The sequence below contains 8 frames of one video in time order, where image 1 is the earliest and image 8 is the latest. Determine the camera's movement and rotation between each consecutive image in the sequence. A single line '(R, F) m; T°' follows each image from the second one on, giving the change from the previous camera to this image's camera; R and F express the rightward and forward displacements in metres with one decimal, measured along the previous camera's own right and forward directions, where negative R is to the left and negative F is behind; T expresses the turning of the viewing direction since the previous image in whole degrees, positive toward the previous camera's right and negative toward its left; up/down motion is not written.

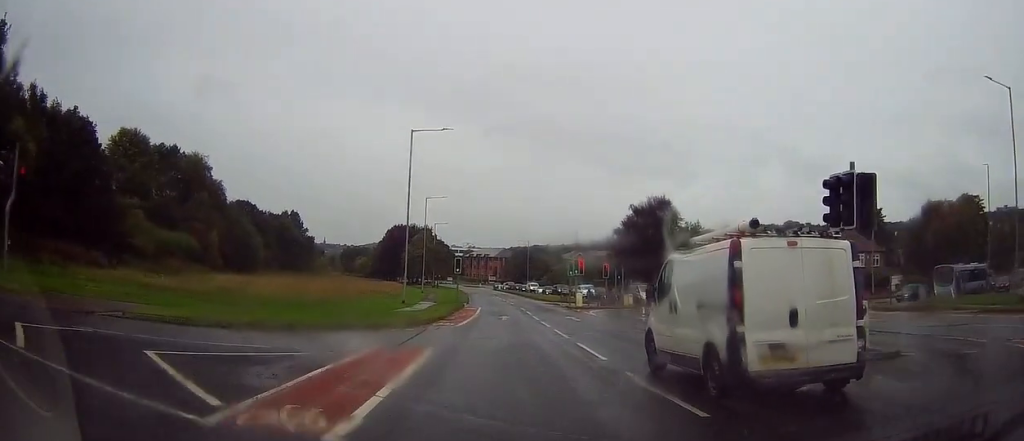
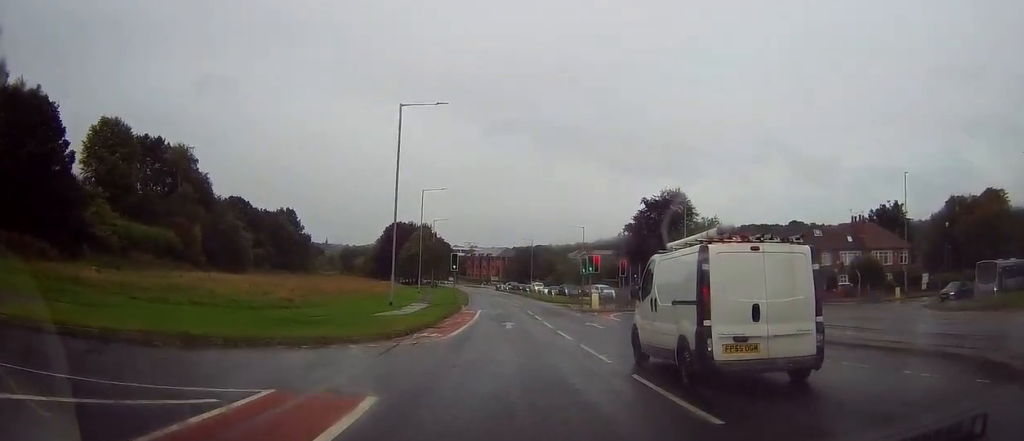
(-0.4, +6.3) m; -4°
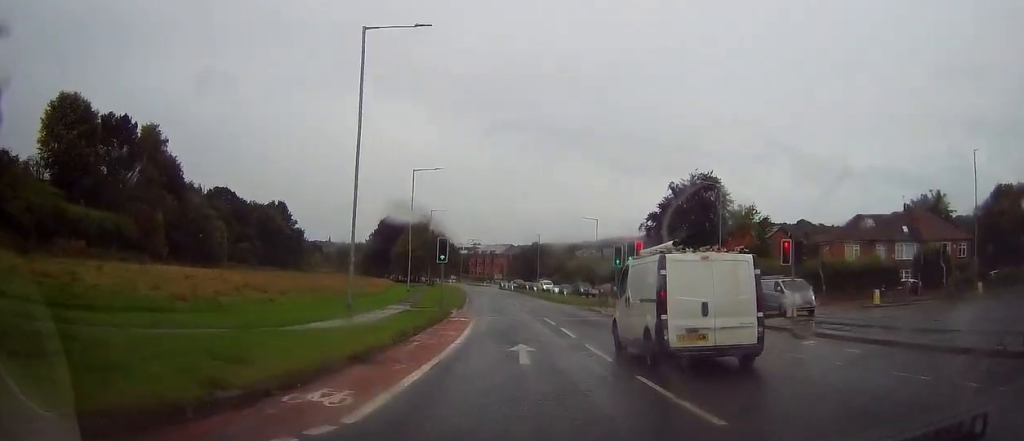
(-0.6, +11.6) m; +2°
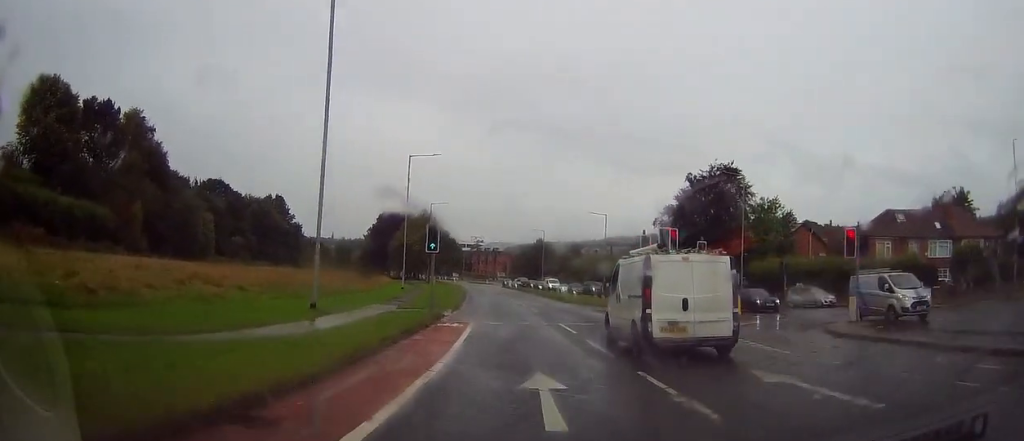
(+0.3, +5.7) m; +2°
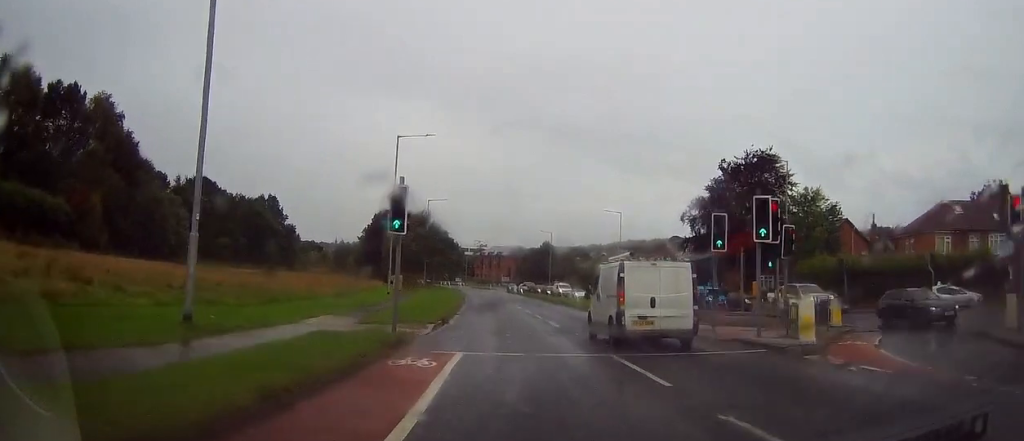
(+0.3, +9.4) m; 0°
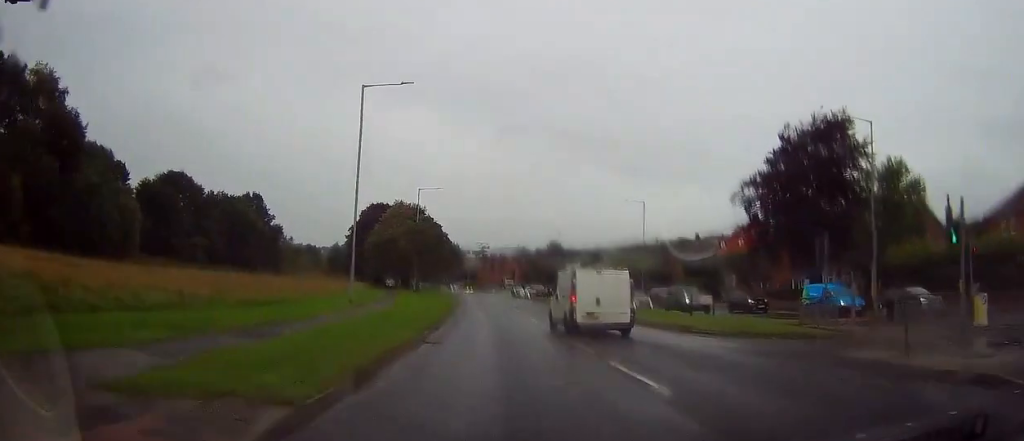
(-0.6, +13.6) m; -3°
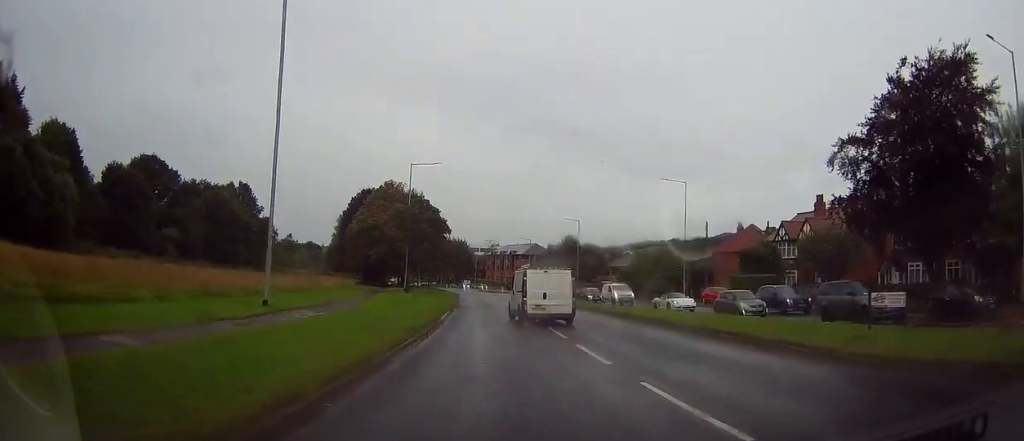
(-0.1, +14.4) m; -1°
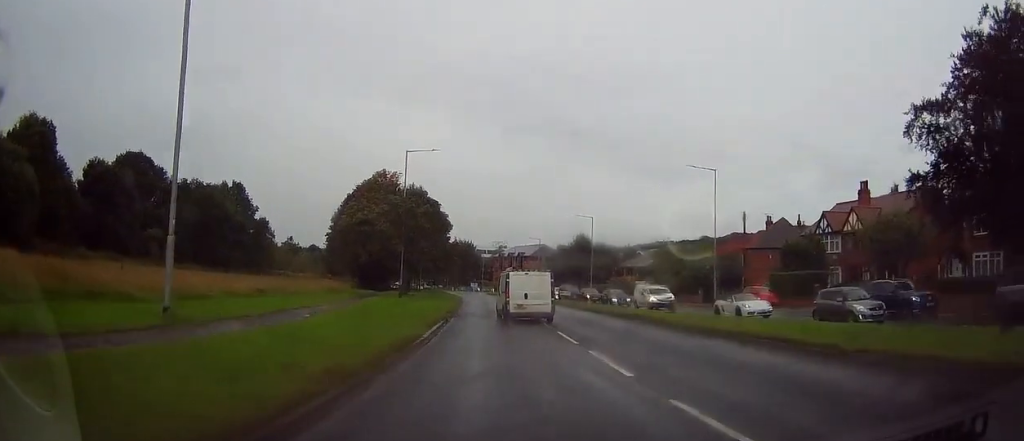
(-0.1, +7.5) m; 0°
